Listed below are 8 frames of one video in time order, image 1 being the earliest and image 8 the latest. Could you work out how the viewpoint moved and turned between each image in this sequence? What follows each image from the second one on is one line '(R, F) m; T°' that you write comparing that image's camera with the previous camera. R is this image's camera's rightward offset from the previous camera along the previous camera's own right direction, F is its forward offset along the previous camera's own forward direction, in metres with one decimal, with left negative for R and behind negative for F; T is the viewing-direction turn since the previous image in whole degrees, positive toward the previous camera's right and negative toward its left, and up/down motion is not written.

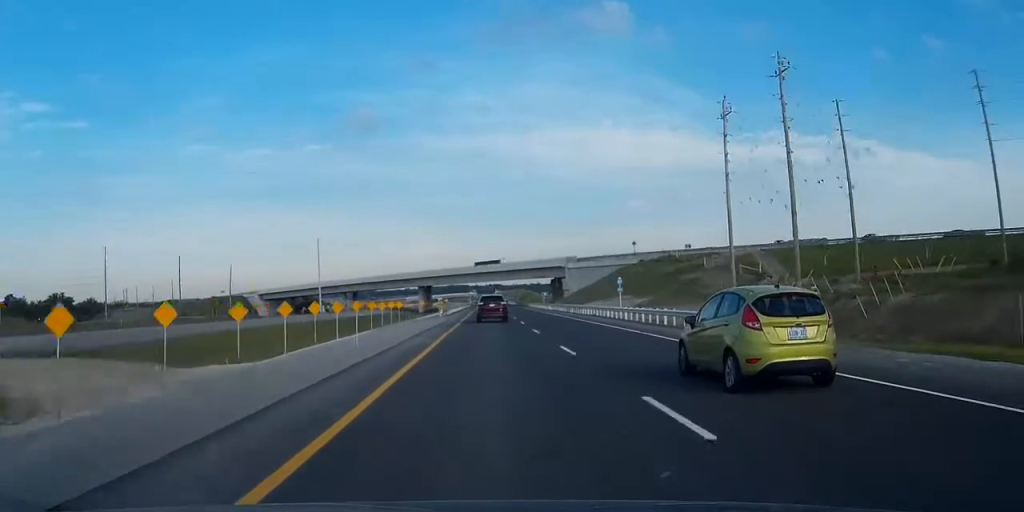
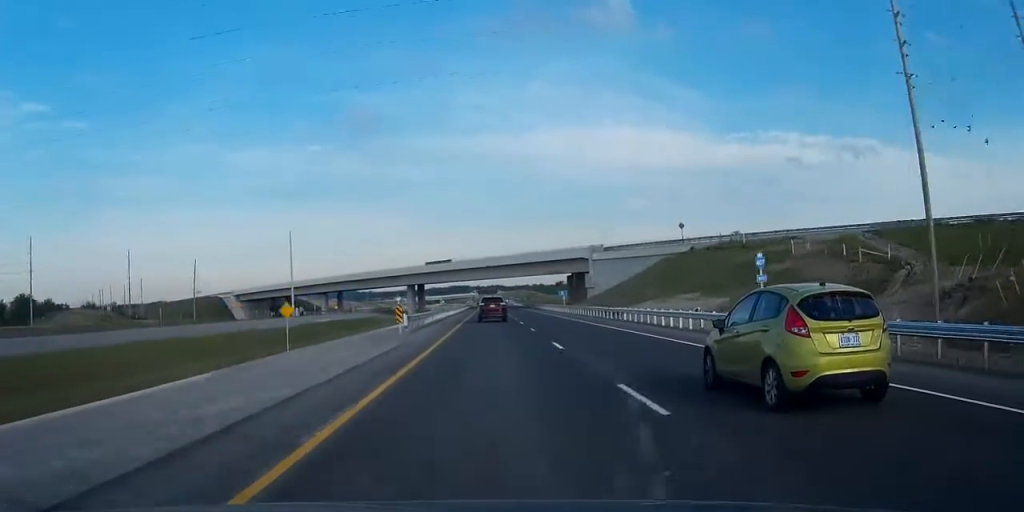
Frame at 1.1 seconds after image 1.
(0.0, +33.5) m; 0°
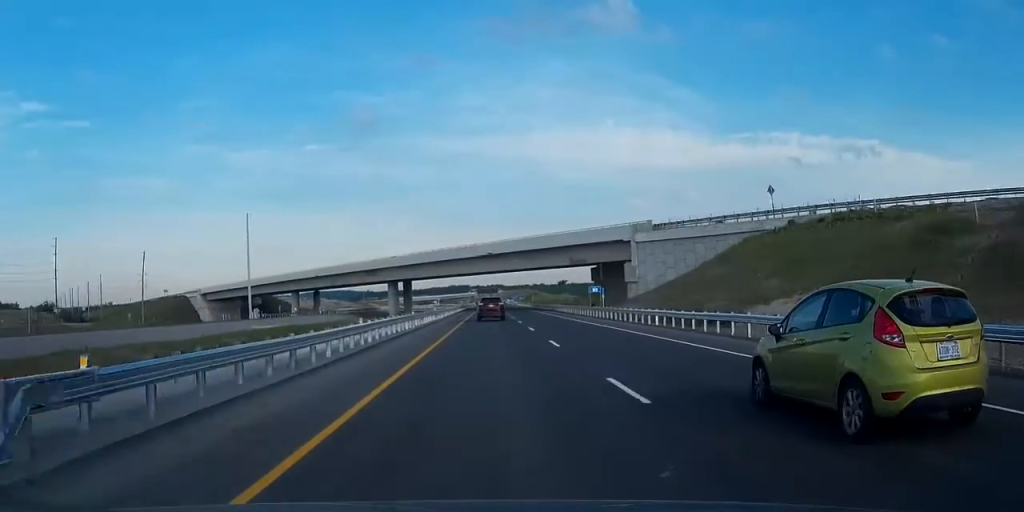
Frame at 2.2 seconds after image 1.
(0.0, +34.6) m; 0°
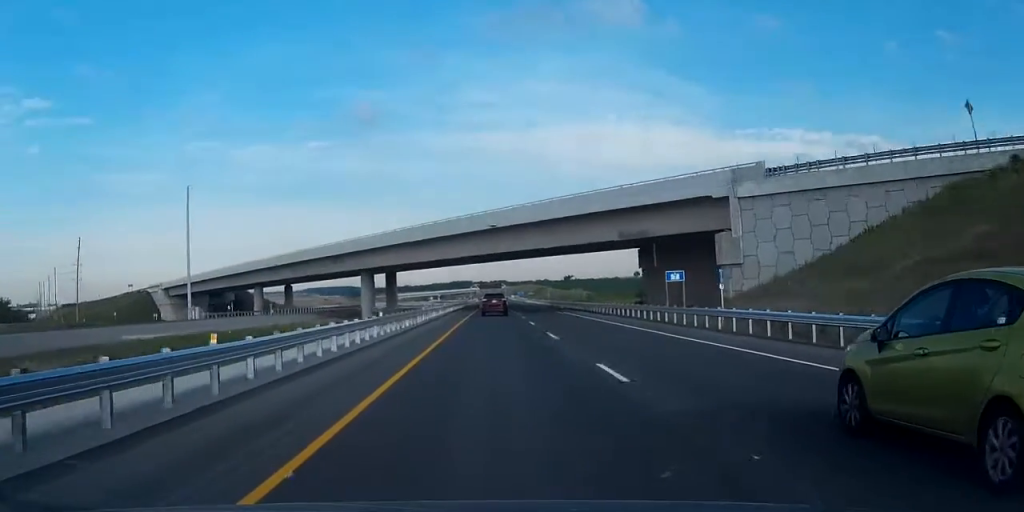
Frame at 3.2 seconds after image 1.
(0.0, +33.6) m; 0°
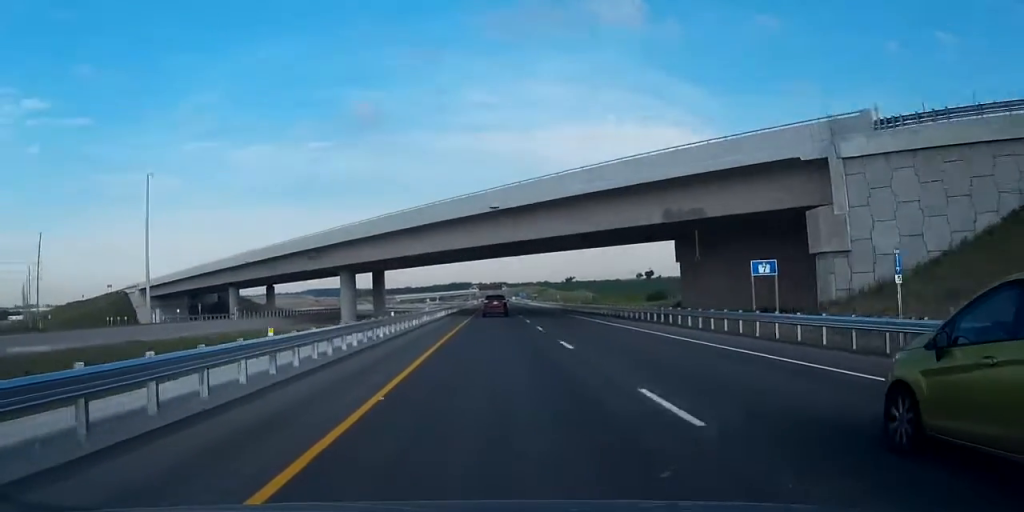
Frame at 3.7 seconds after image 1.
(0.0, +15.7) m; 0°
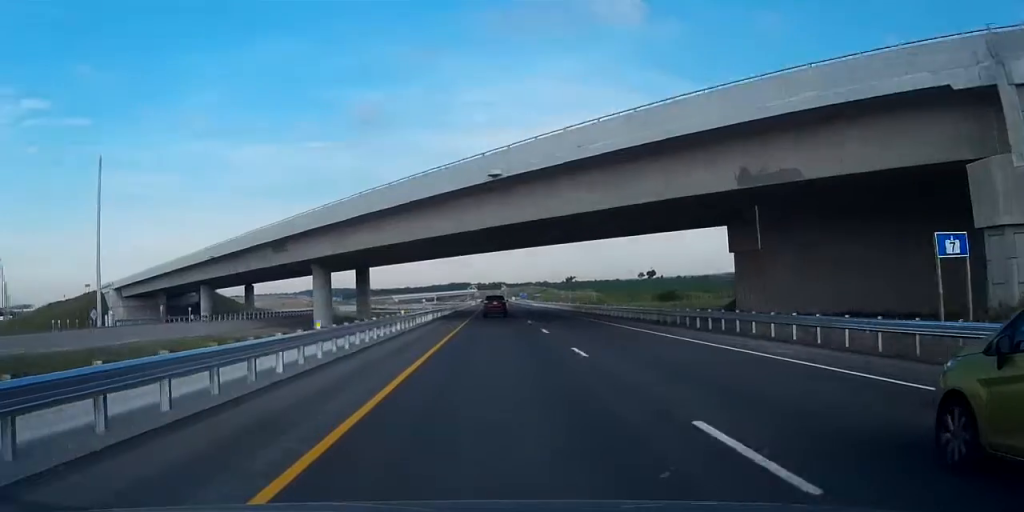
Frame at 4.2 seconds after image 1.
(0.0, +14.7) m; 0°
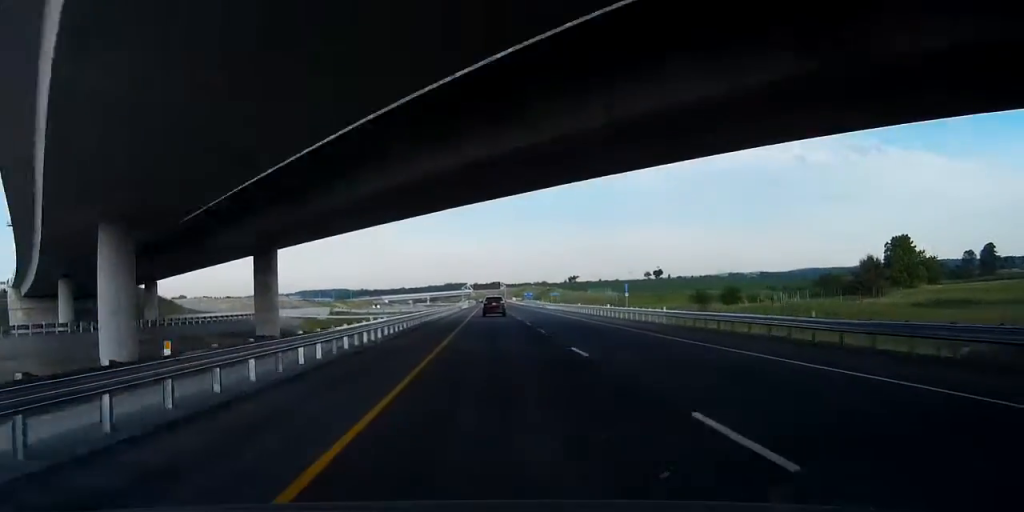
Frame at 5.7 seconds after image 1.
(0.0, +47.2) m; 0°
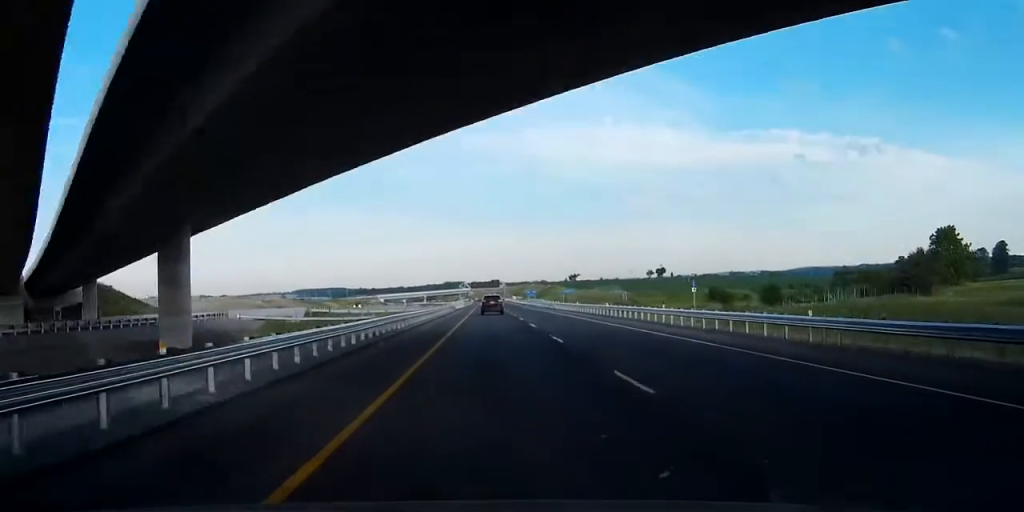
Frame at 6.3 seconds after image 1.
(0.0, +18.9) m; 0°
